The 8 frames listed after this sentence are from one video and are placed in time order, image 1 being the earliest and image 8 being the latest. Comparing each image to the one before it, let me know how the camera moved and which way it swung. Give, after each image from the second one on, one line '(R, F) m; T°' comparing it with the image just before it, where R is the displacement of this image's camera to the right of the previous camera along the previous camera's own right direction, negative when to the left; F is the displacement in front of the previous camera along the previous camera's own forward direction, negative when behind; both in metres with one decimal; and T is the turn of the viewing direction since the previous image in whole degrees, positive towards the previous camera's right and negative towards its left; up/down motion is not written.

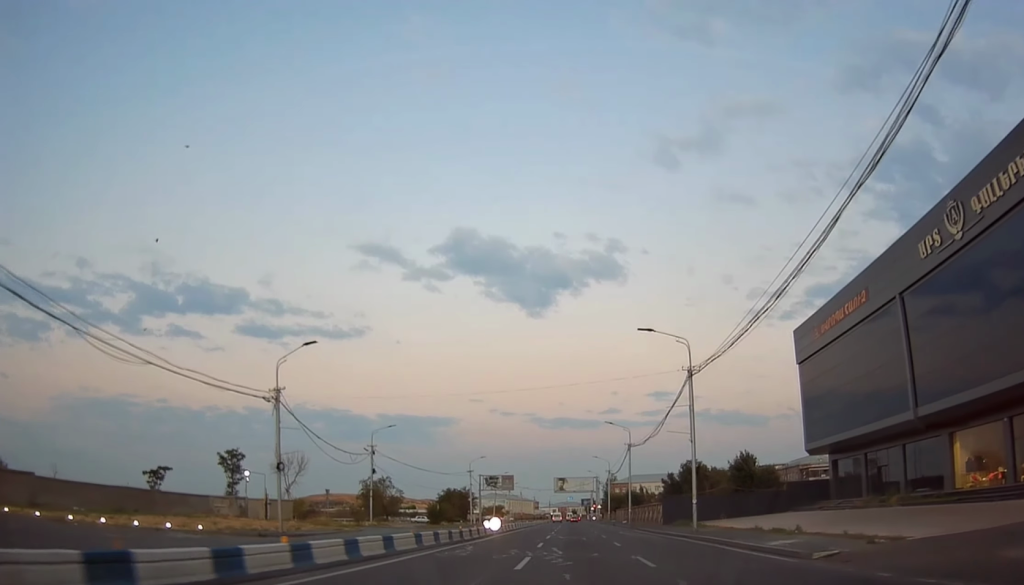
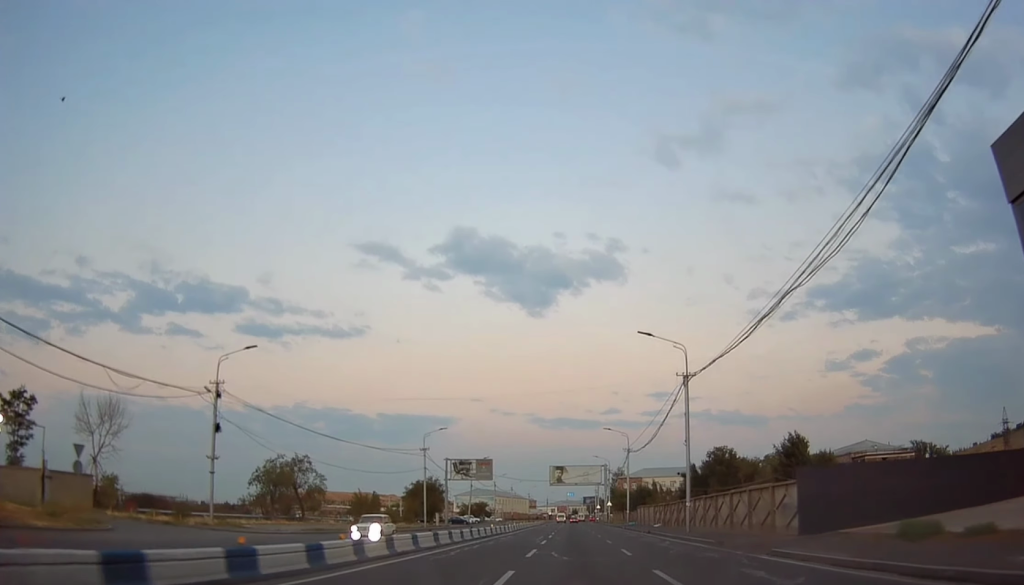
(-0.1, +36.7) m; 0°
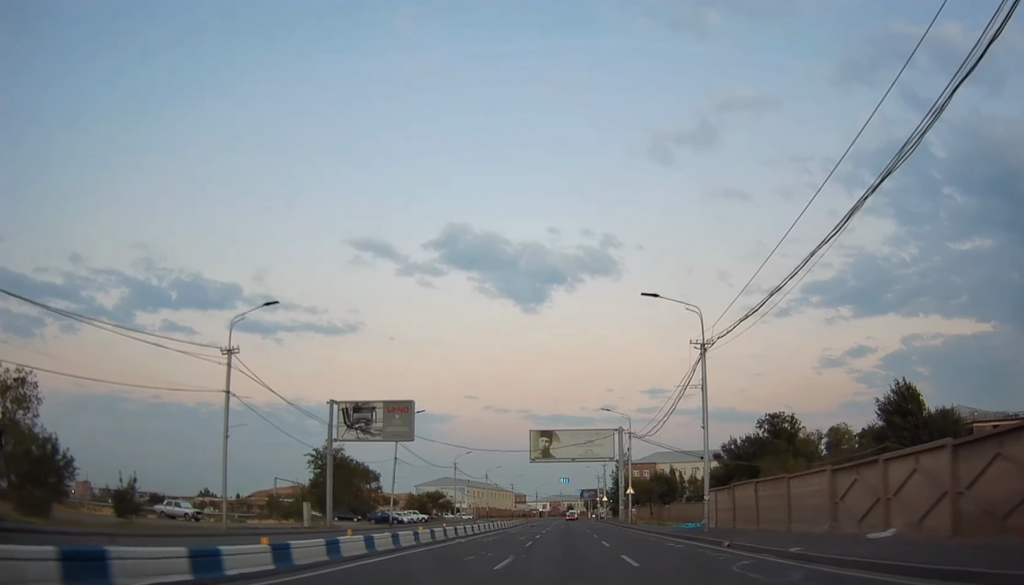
(+0.1, +46.1) m; -1°
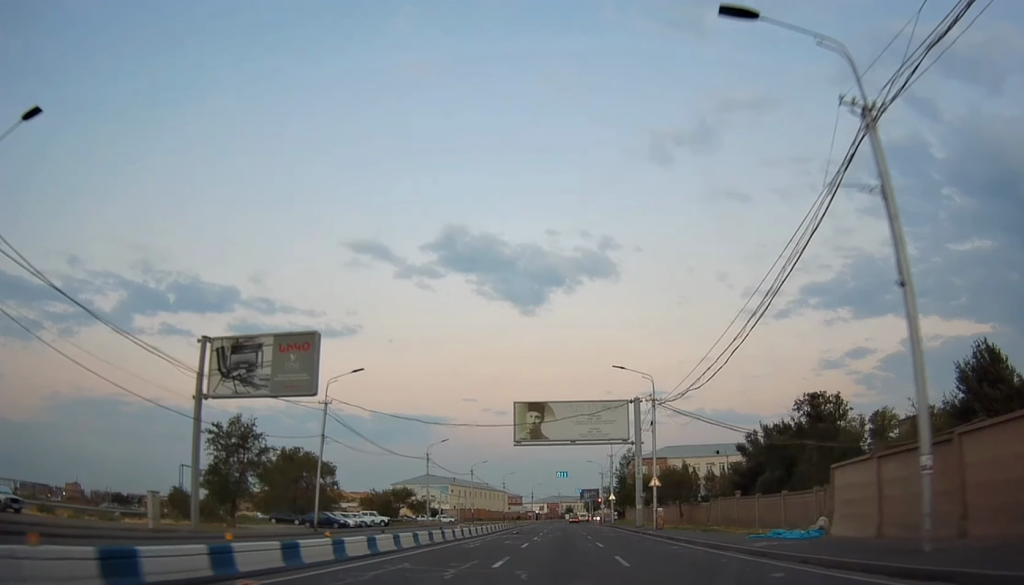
(-0.1, +19.5) m; +1°
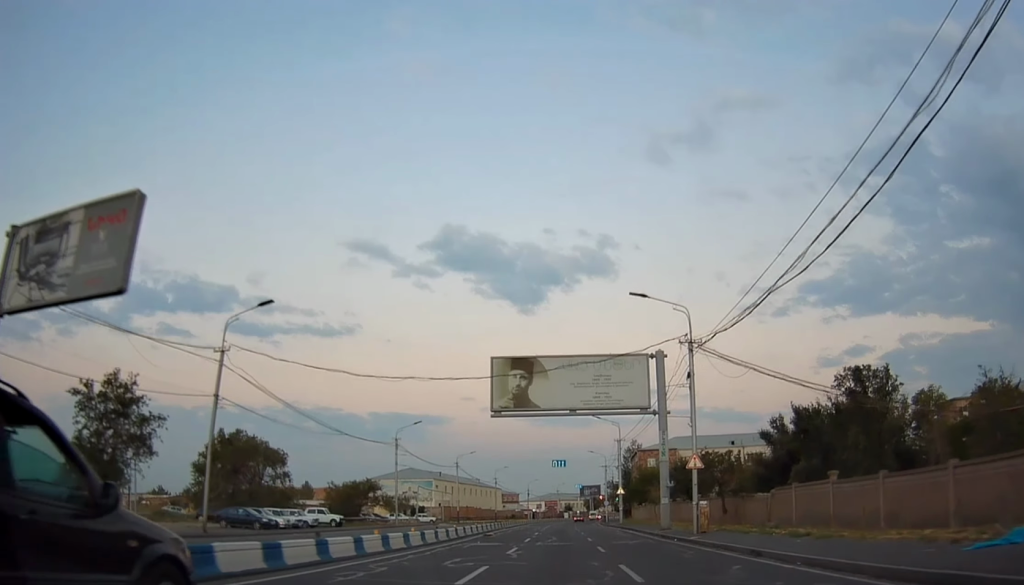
(+0.2, +15.0) m; +1°
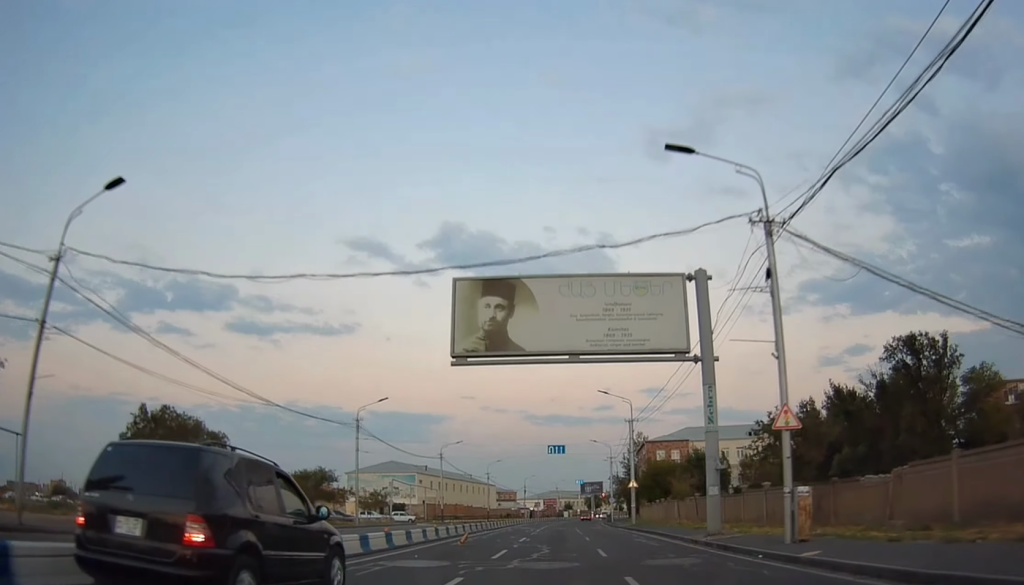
(+0.5, +13.3) m; -1°
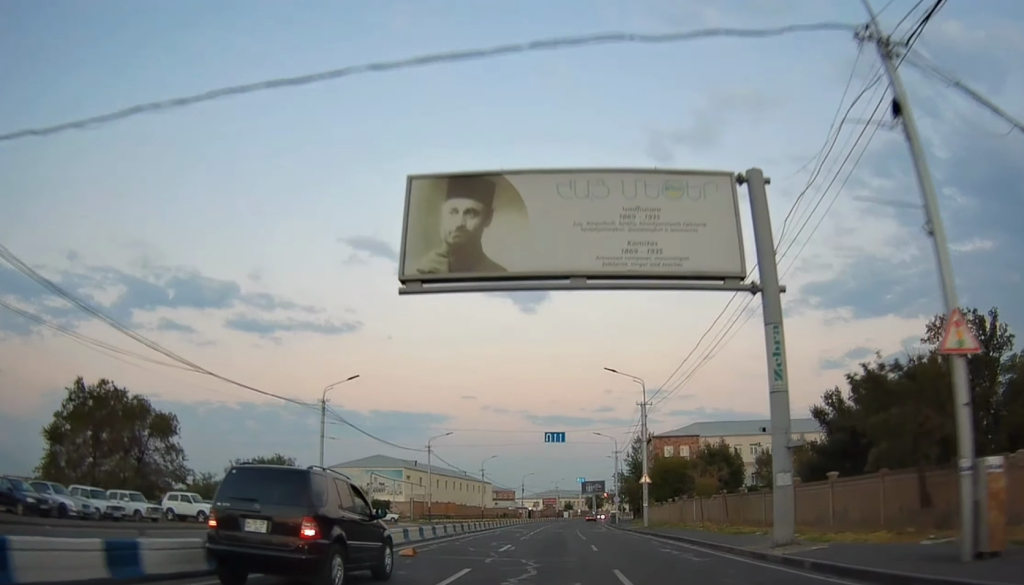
(-0.2, +8.6) m; -1°
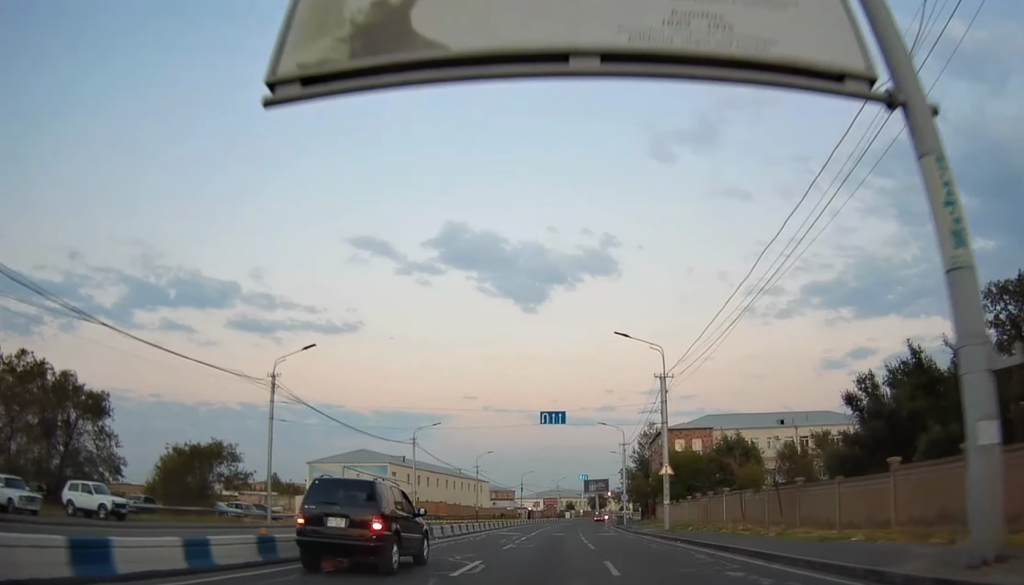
(-0.5, +8.9) m; -1°
